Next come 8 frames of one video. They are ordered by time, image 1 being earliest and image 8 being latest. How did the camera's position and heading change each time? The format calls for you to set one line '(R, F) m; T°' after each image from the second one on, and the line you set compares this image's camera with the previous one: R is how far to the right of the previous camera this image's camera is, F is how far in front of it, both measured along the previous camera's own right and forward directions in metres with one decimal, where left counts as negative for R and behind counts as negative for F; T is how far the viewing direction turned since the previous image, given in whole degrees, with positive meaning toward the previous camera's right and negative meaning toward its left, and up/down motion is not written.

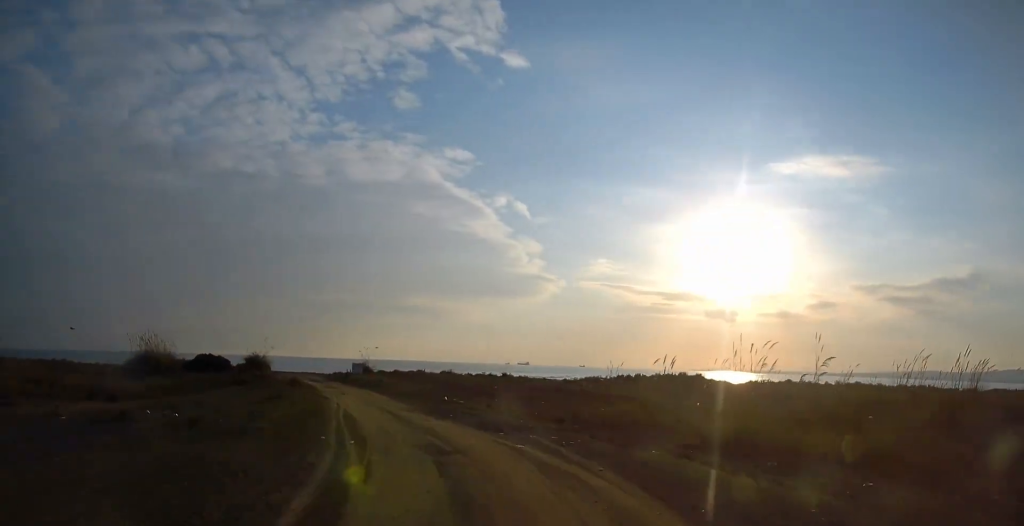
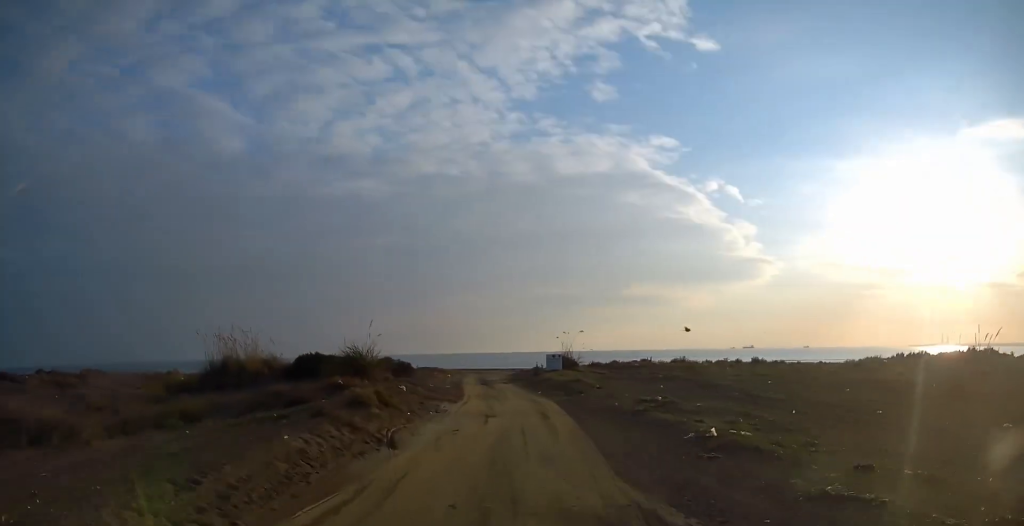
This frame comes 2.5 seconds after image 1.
(-2.3, +17.8) m; -12°
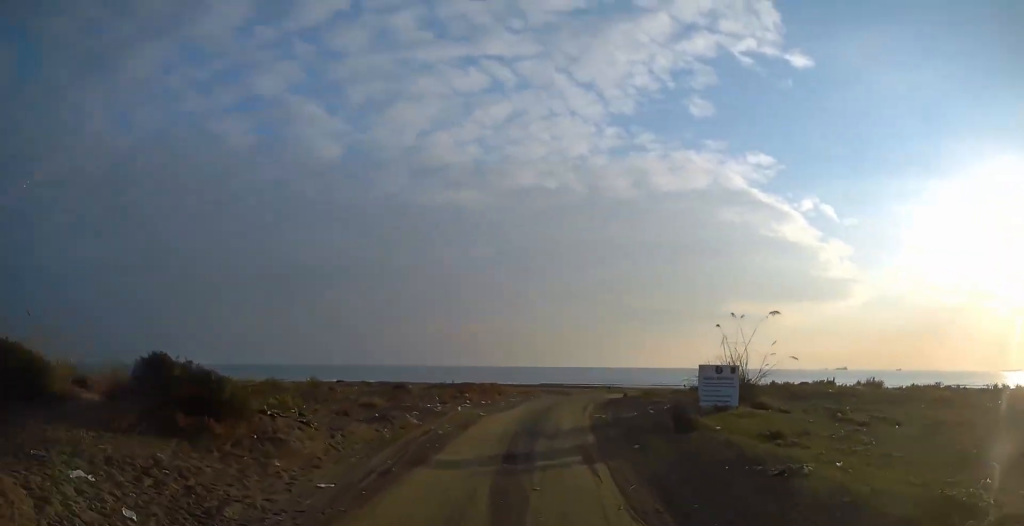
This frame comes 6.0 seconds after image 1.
(-3.0, +24.9) m; -8°
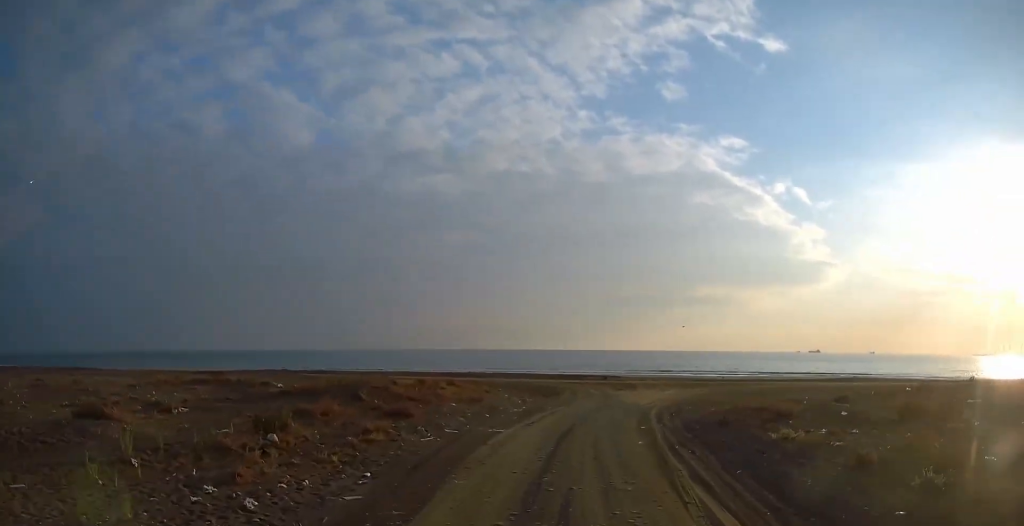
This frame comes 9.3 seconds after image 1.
(-0.1, +20.6) m; +2°
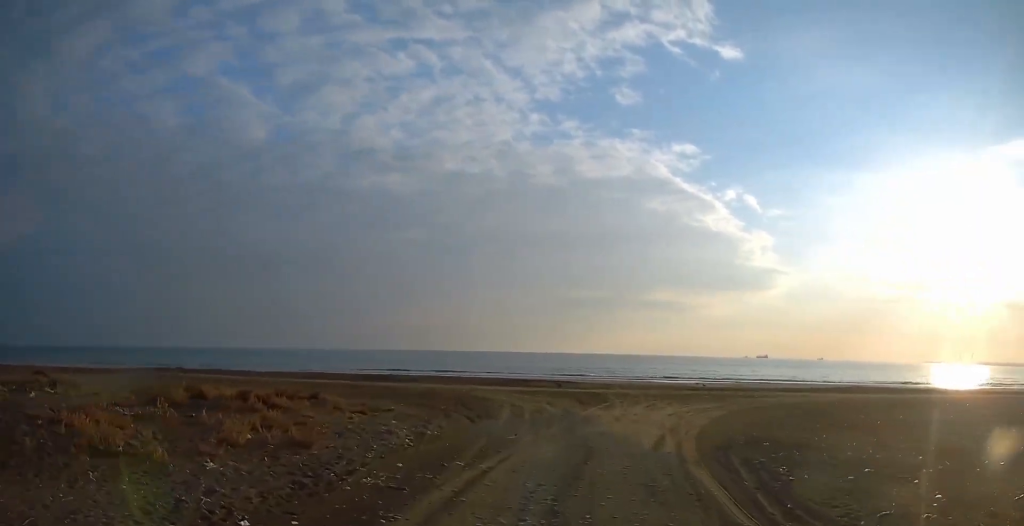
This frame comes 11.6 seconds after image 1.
(+0.3, +11.7) m; +2°
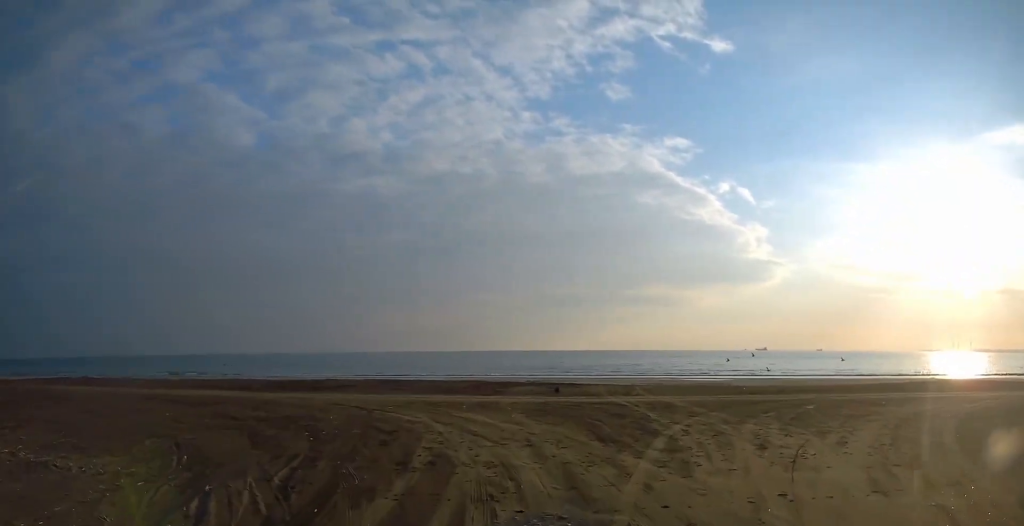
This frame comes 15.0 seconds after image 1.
(+0.1, +13.9) m; -4°
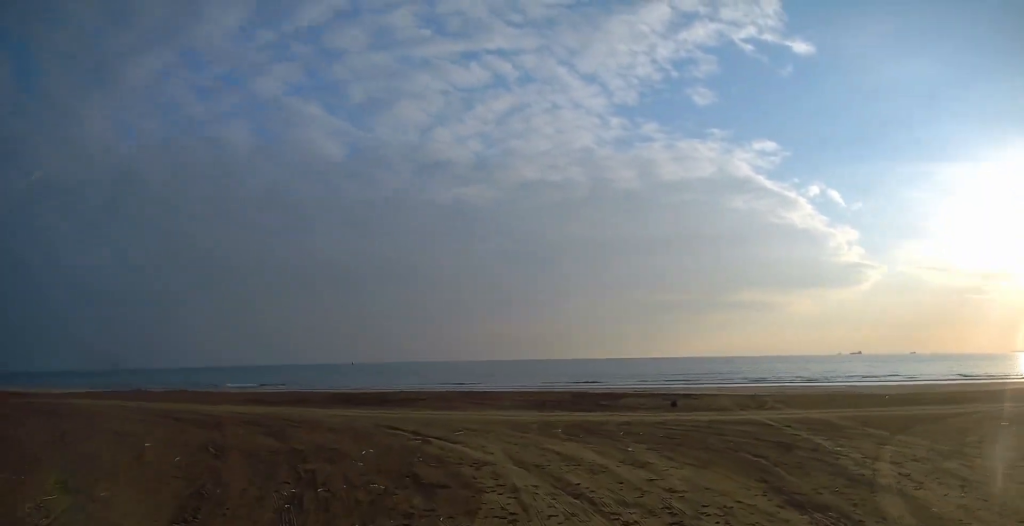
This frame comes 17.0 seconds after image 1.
(-0.1, +6.2) m; -6°
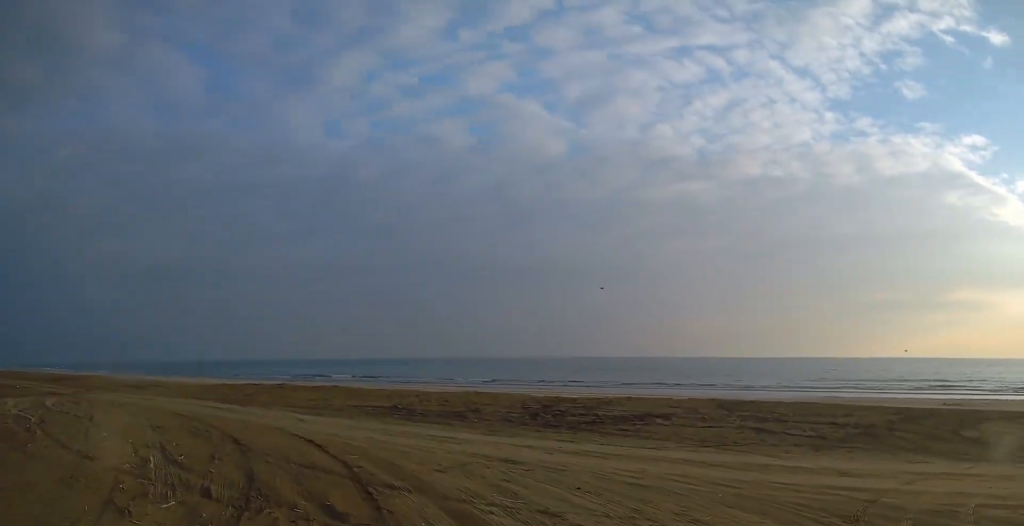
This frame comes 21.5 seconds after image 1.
(-1.7, +9.5) m; -10°
